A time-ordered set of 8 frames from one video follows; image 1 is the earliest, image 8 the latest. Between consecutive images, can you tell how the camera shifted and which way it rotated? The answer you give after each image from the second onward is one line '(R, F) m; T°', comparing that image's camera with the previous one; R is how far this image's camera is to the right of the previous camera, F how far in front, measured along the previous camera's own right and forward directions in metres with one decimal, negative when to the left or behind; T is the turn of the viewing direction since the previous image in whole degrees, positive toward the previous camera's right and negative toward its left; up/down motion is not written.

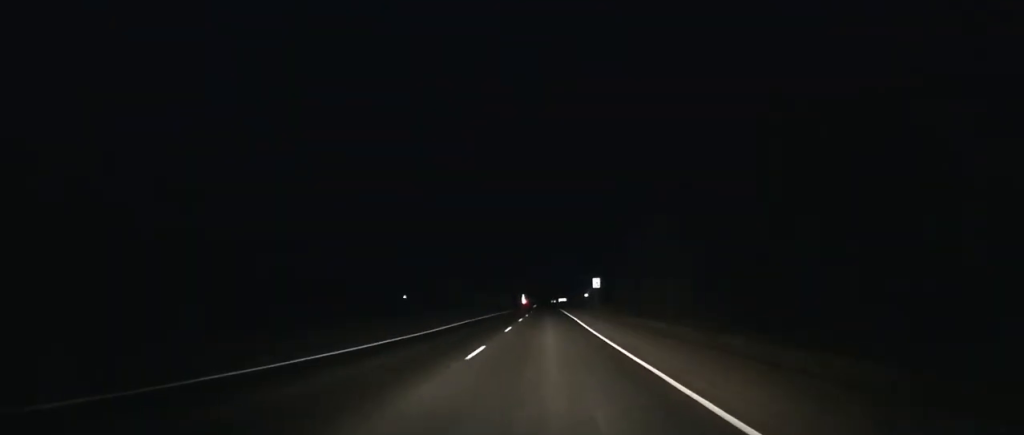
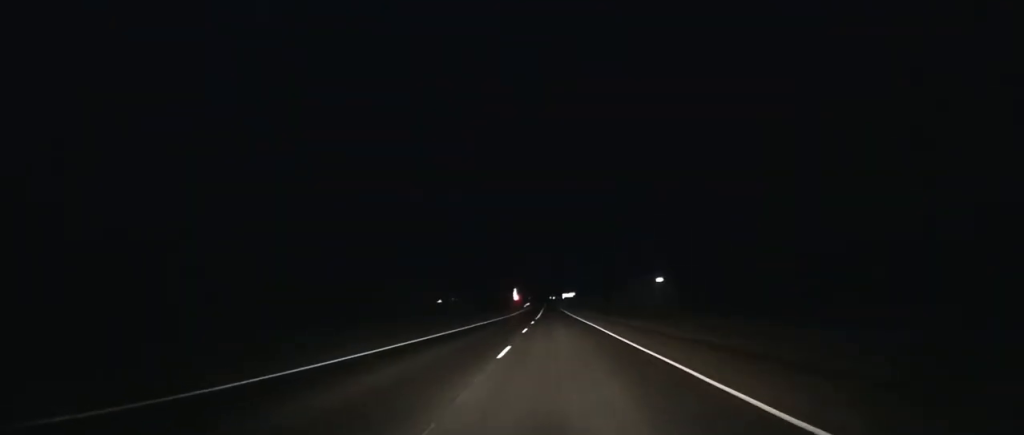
(+0.1, +97.5) m; 0°
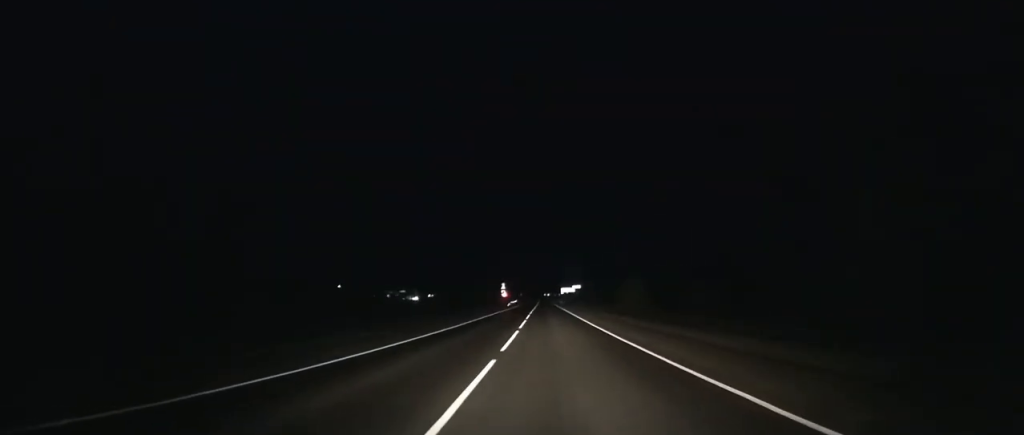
(+0.1, +51.8) m; 0°
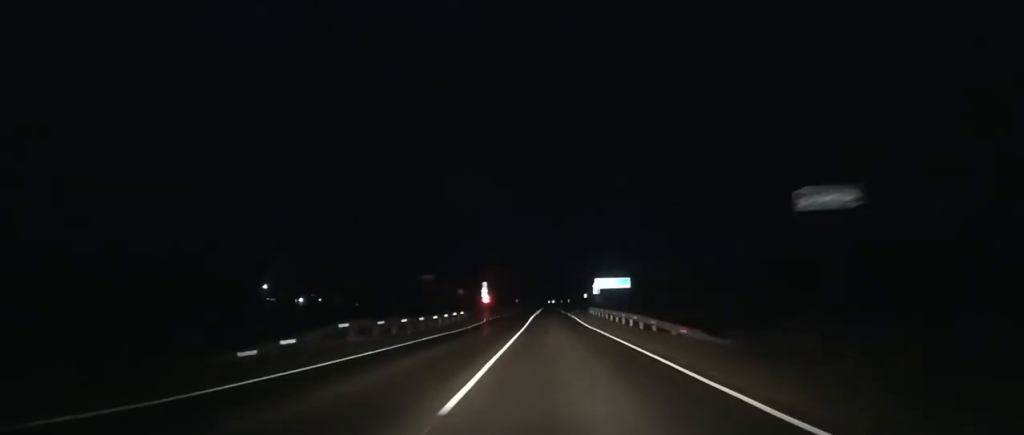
(-0.1, +101.4) m; 0°
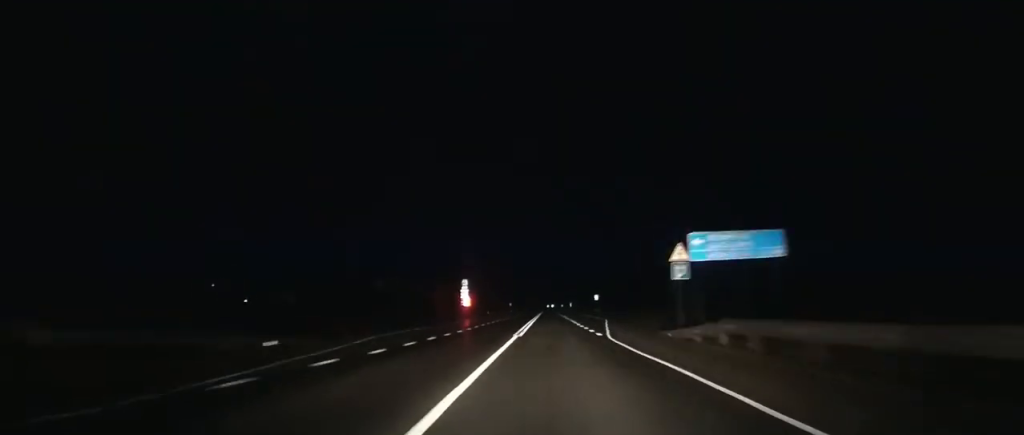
(0.0, +41.7) m; 0°
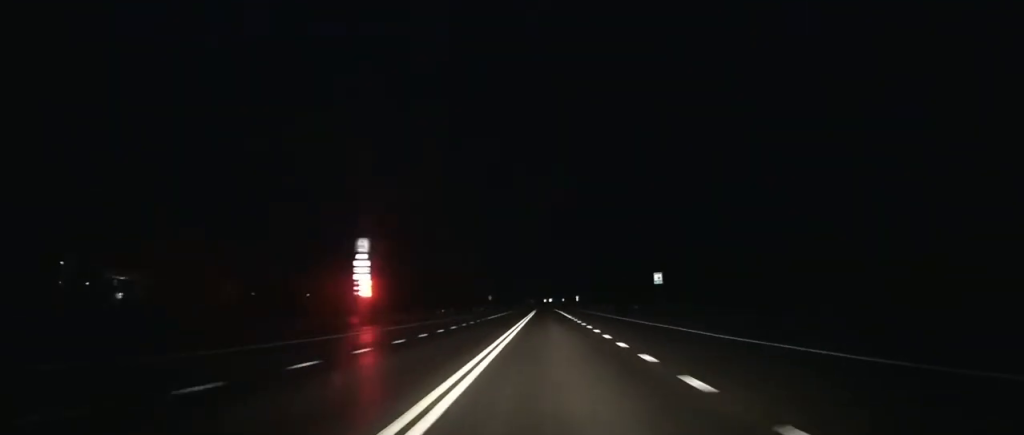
(+0.1, +78.9) m; 0°
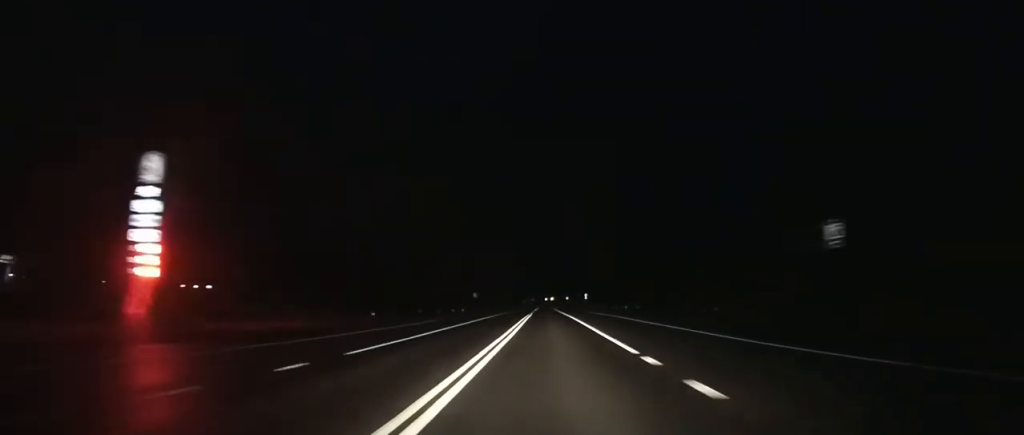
(+0.1, +38.4) m; 0°
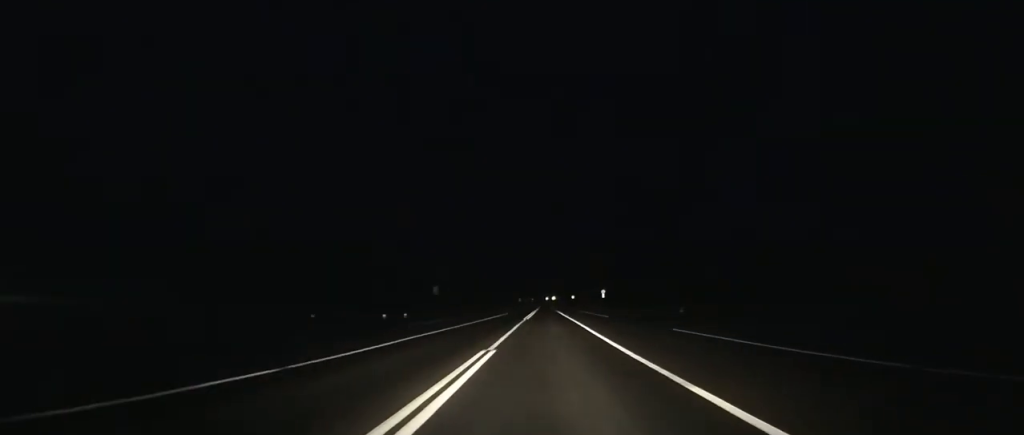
(0.0, +47.5) m; 0°
